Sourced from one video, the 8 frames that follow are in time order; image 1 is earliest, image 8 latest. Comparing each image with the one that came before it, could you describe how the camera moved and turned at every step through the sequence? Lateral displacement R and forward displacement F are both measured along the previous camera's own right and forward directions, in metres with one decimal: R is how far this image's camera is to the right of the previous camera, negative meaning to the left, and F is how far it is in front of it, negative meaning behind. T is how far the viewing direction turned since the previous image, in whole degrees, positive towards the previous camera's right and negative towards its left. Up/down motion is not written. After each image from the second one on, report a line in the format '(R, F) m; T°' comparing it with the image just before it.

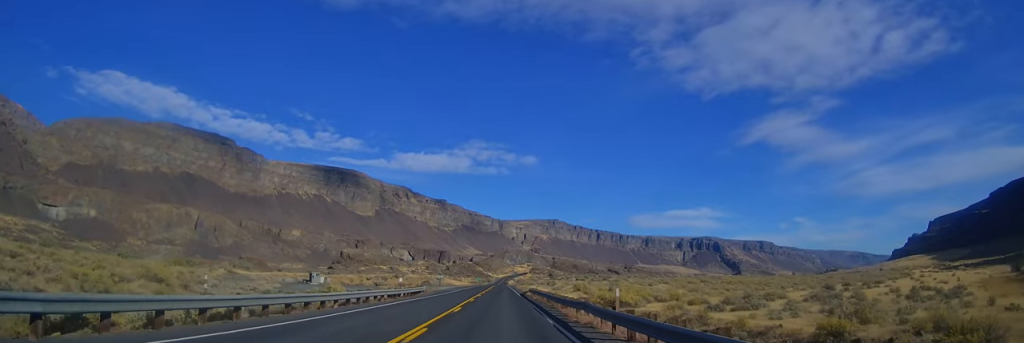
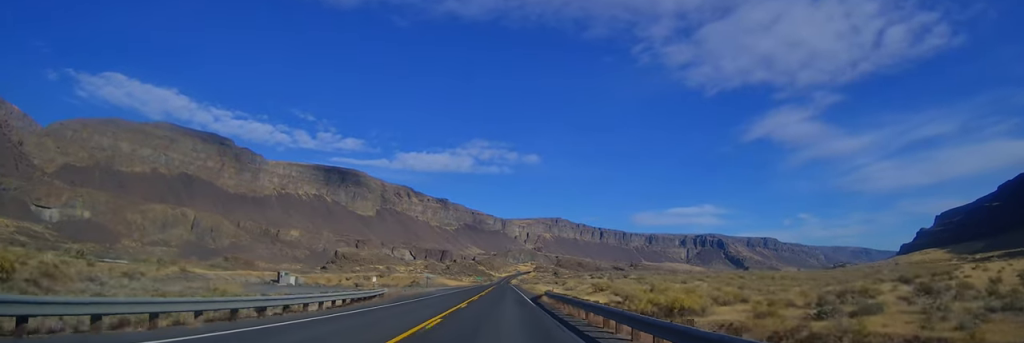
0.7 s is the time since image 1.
(-0.4, +21.2) m; -1°
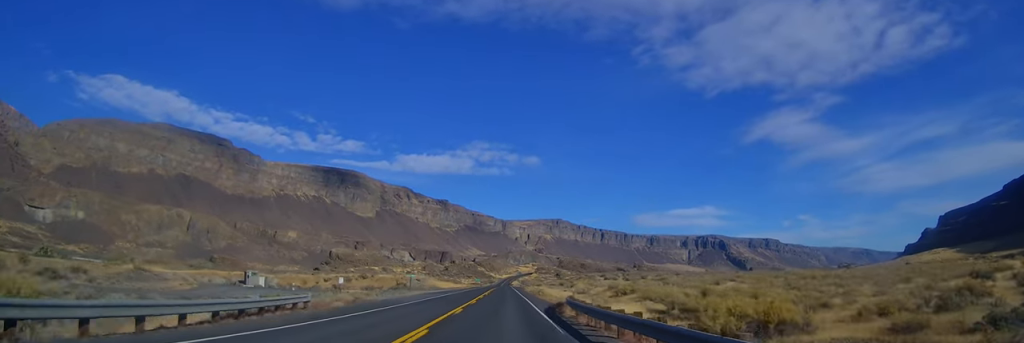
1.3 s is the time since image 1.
(0.0, +15.5) m; 0°
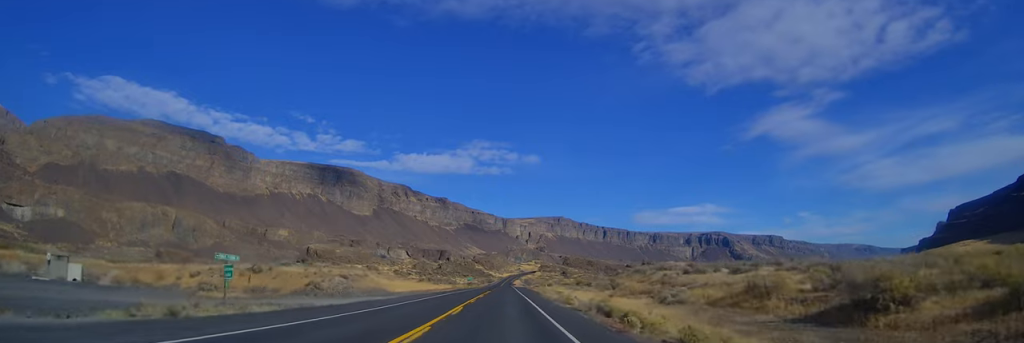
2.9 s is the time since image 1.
(0.0, +48.2) m; 0°
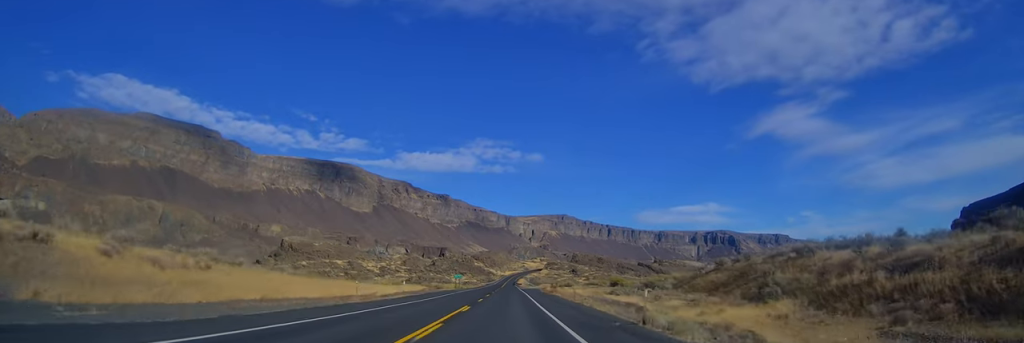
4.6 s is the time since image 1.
(0.0, +47.4) m; -1°
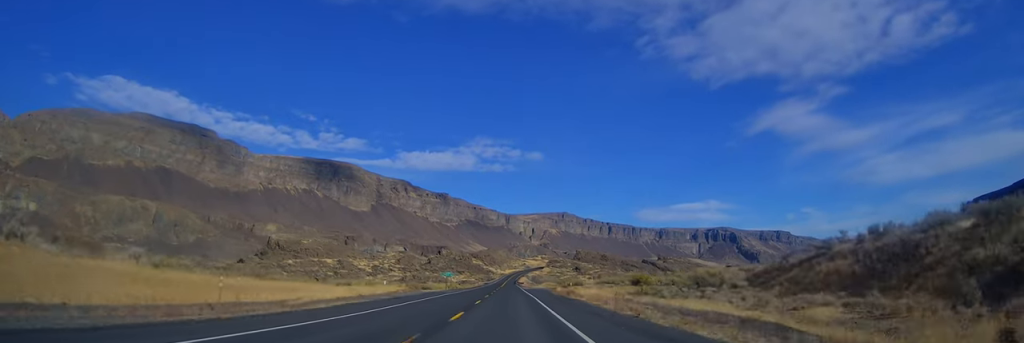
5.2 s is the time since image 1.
(-0.2, +18.4) m; 0°
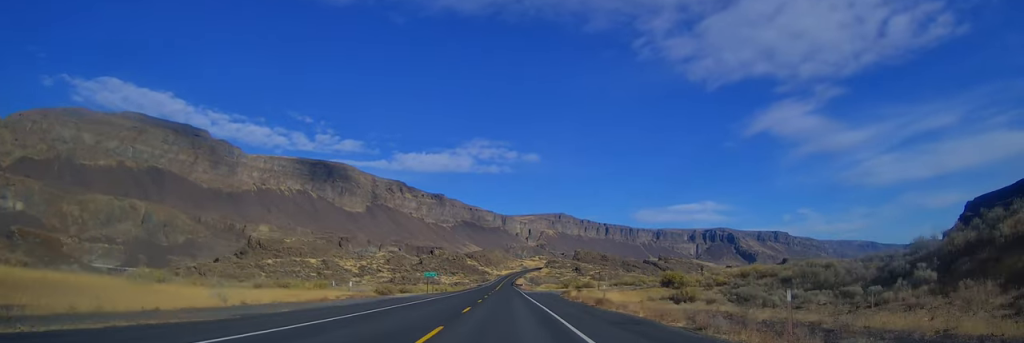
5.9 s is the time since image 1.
(-0.3, +19.4) m; 0°
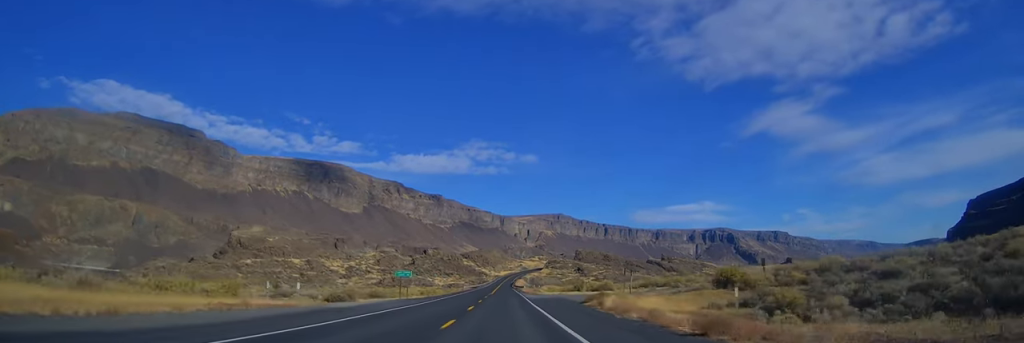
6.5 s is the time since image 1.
(+0.4, +19.2) m; +1°
